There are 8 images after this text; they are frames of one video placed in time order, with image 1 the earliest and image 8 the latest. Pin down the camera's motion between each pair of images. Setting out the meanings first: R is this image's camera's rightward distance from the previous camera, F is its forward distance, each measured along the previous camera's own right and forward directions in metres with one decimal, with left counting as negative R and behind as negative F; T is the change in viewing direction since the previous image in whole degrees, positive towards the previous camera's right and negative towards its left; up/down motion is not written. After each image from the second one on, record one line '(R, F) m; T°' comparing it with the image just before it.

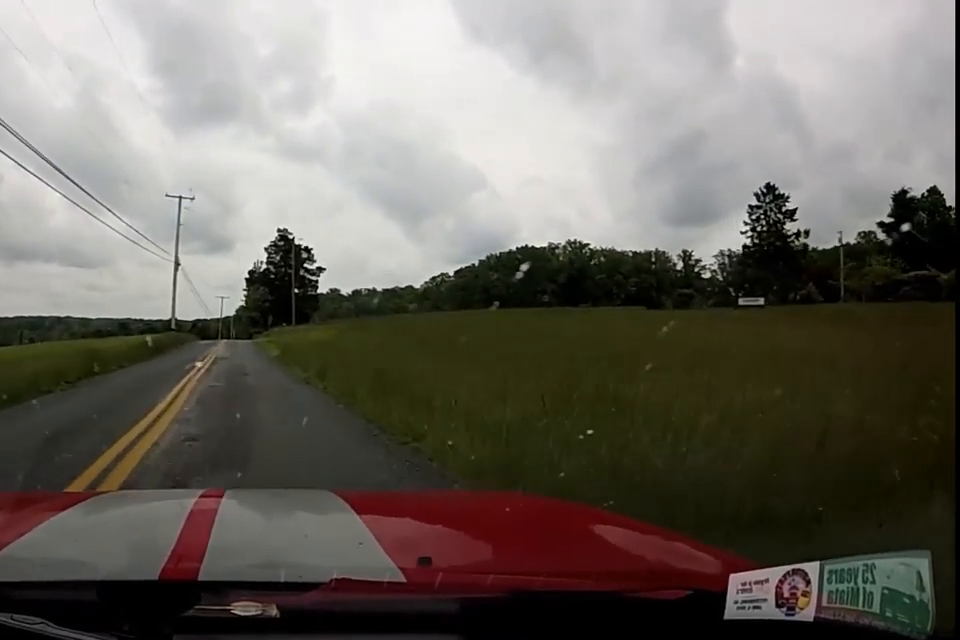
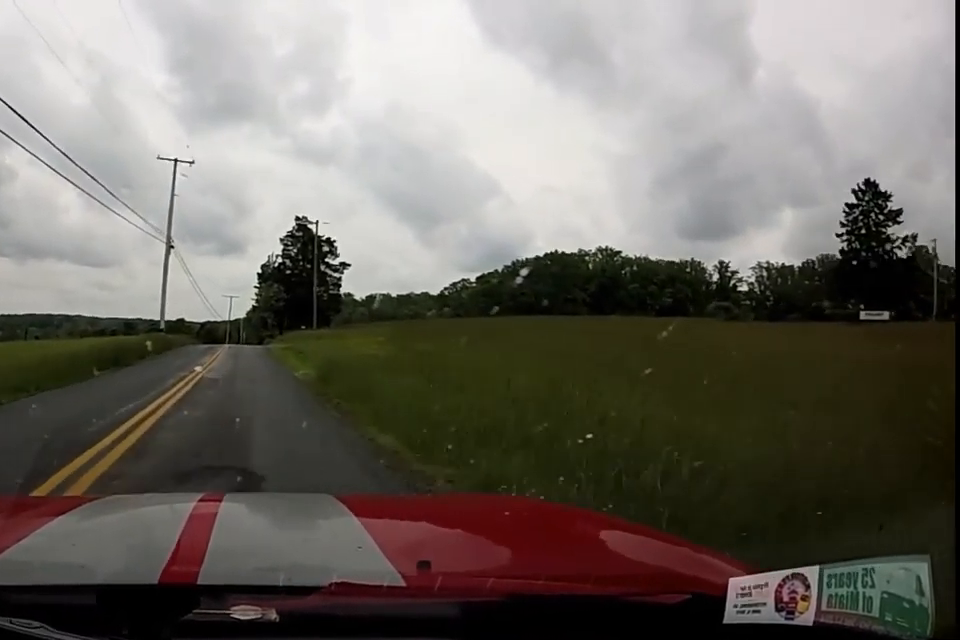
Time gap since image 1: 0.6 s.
(0.0, +11.5) m; 0°
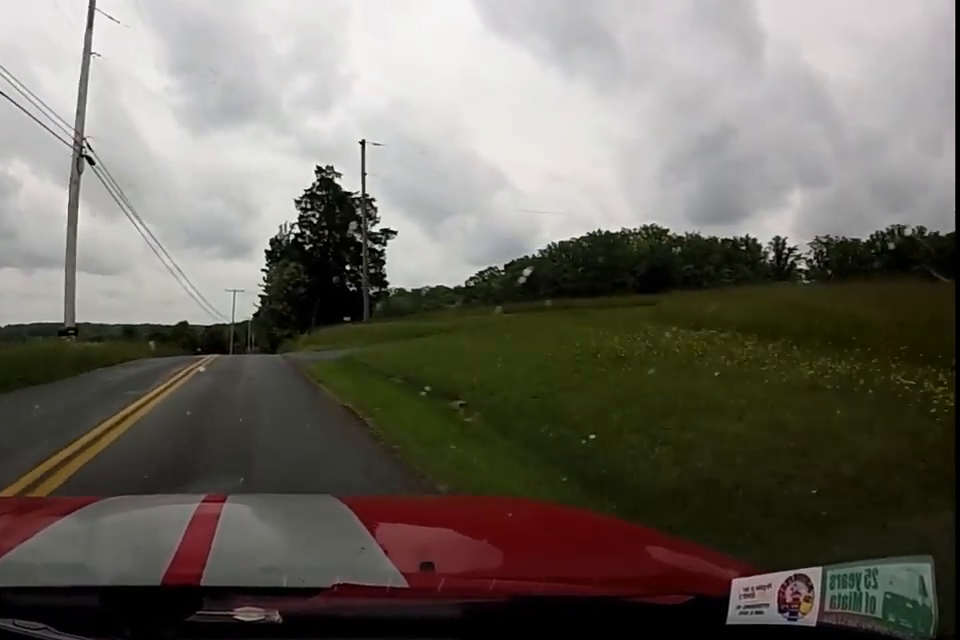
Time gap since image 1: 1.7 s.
(0.0, +20.9) m; 0°
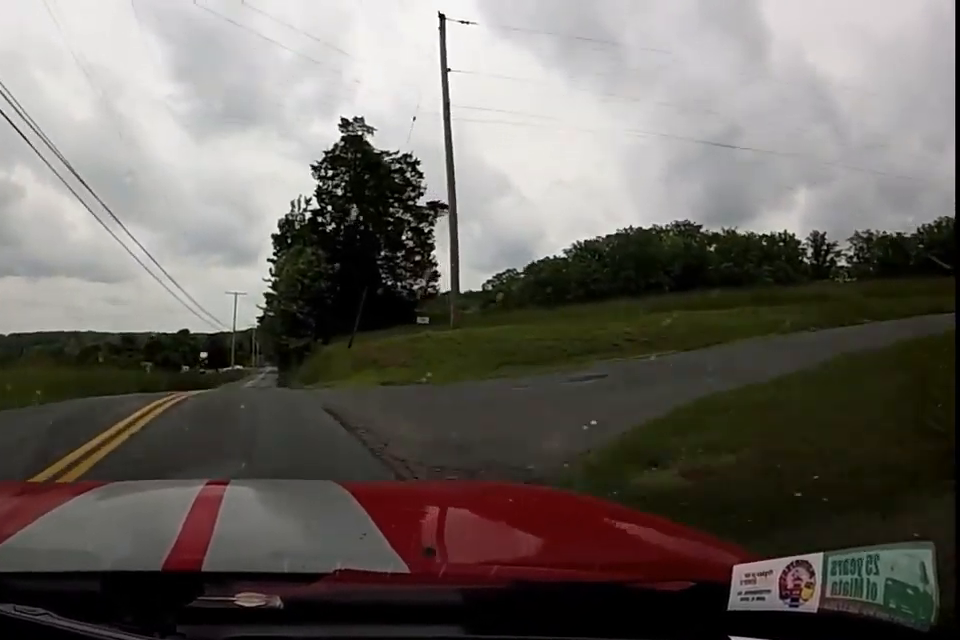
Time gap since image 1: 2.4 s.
(0.0, +13.3) m; 0°
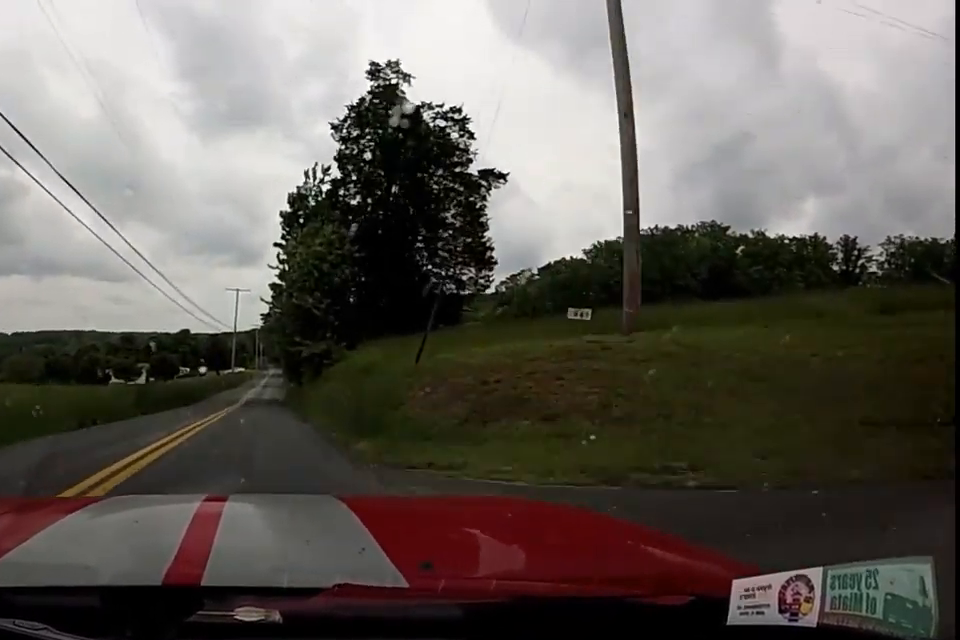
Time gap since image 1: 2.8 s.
(0.0, +8.2) m; 0°
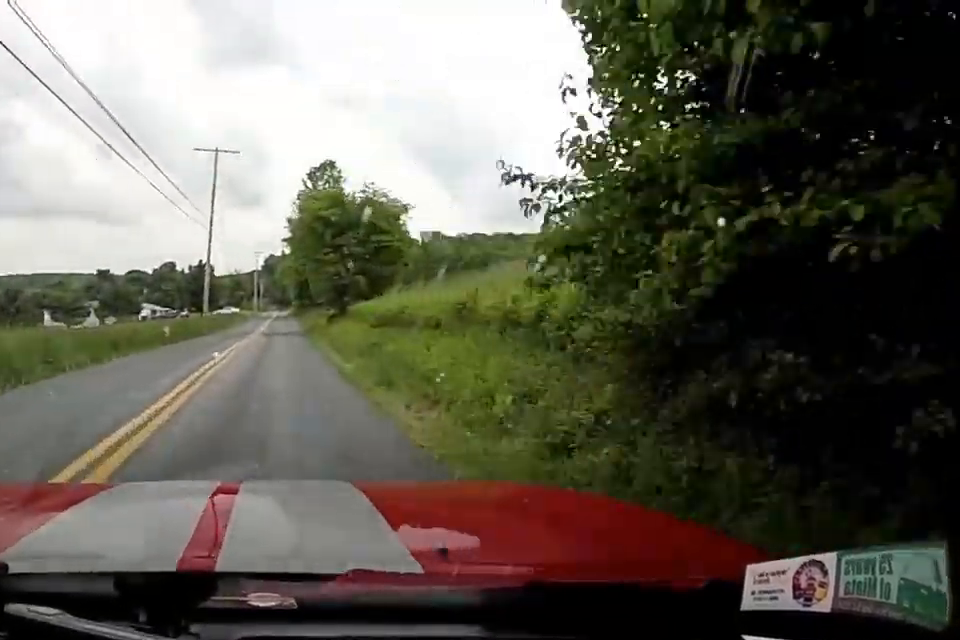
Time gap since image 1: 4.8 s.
(+1.2, +37.7) m; +2°
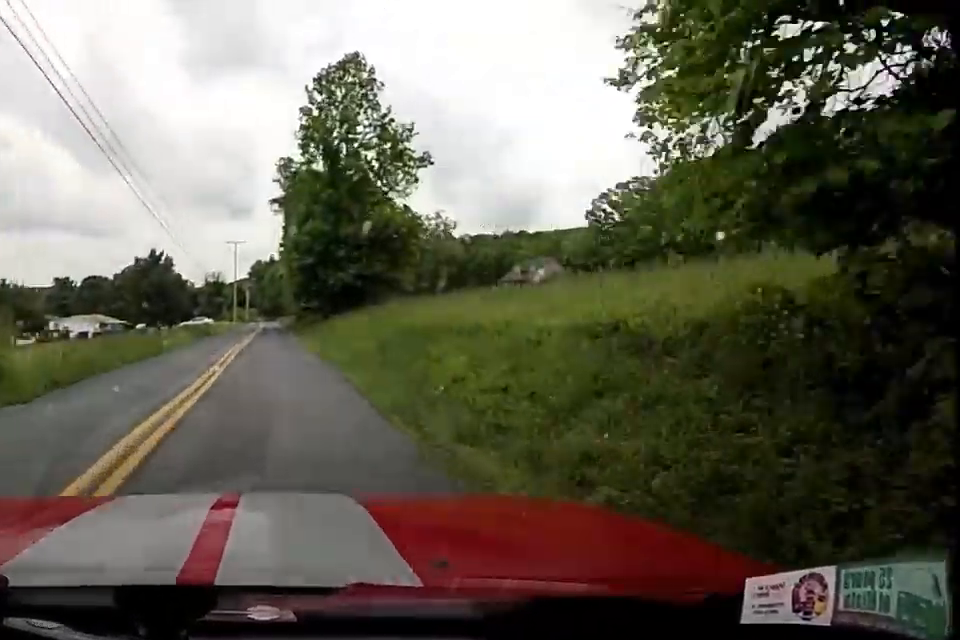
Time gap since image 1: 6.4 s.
(-0.3, +31.6) m; 0°
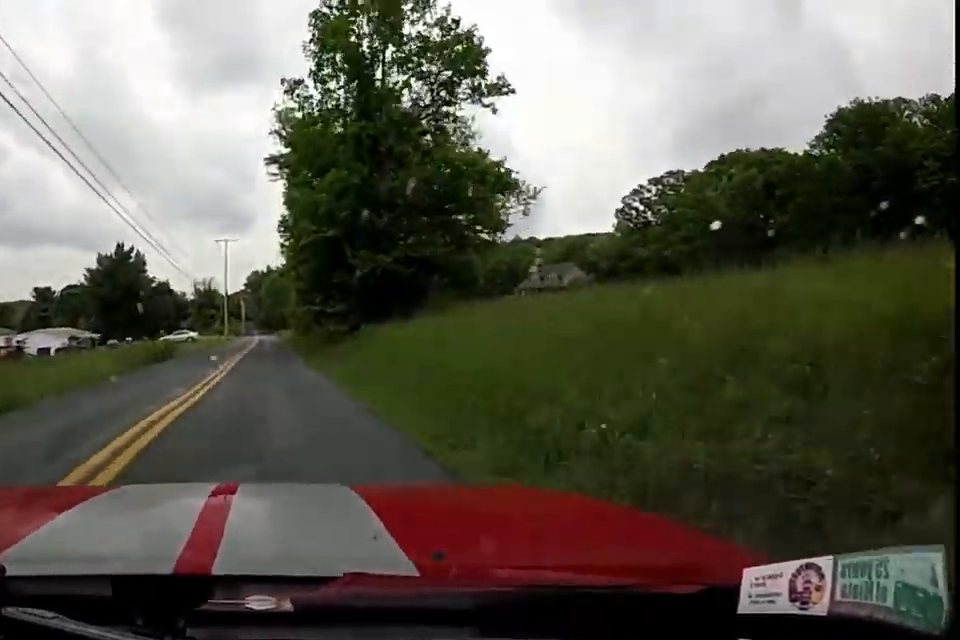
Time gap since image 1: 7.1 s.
(+0.4, +14.5) m; 0°
